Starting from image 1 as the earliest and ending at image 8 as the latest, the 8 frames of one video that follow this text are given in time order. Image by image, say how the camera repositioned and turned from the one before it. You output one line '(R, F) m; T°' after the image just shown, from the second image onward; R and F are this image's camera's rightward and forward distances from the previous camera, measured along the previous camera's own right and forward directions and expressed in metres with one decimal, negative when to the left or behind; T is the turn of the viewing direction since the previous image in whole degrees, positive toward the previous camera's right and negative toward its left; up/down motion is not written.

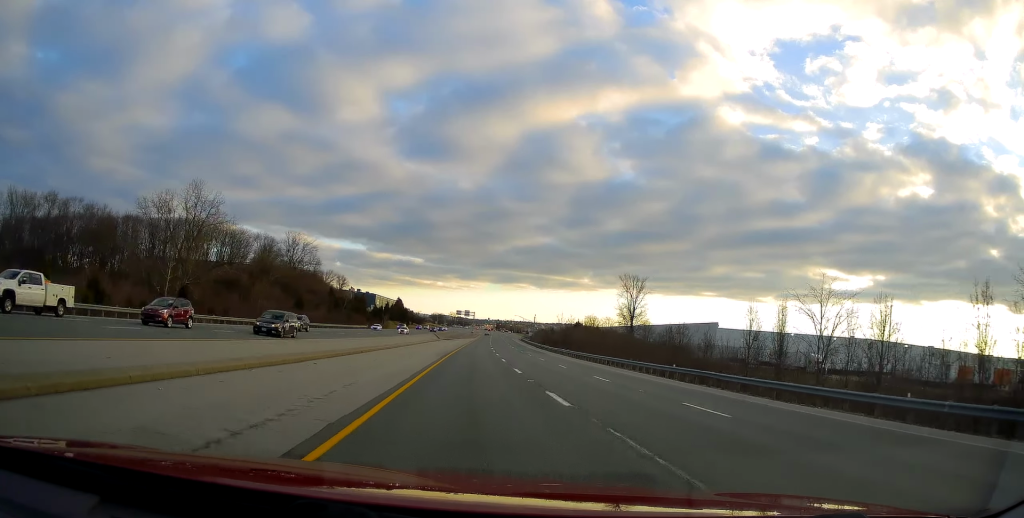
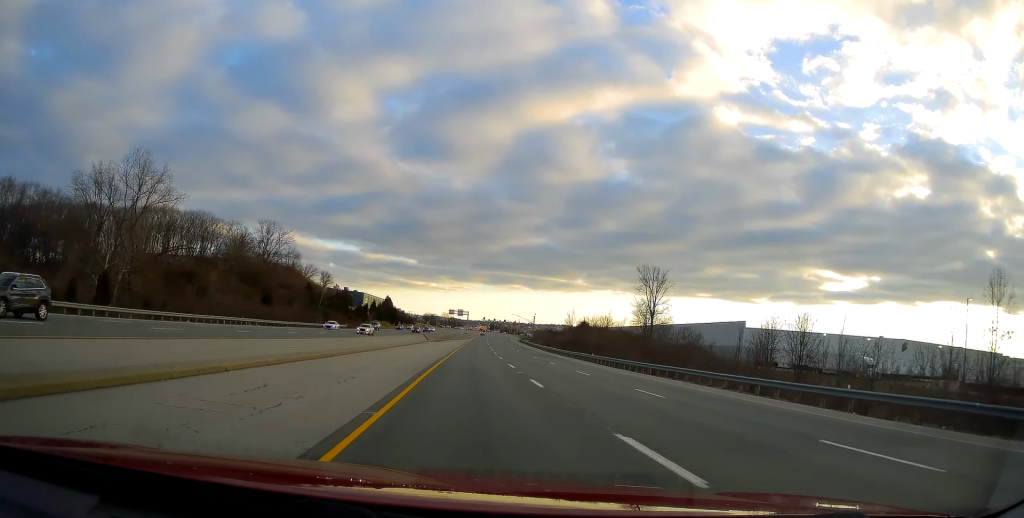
(0.0, +19.3) m; 0°
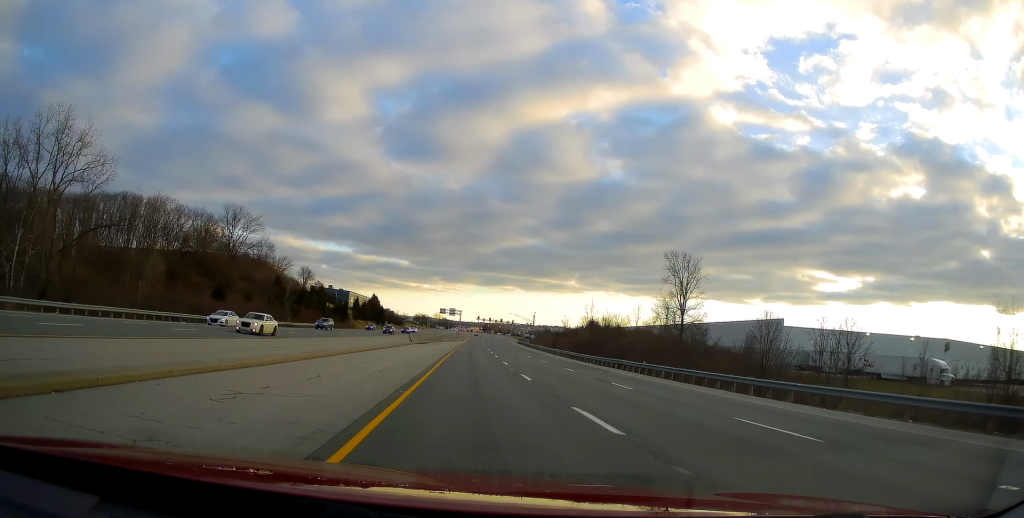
(0.0, +20.7) m; +1°
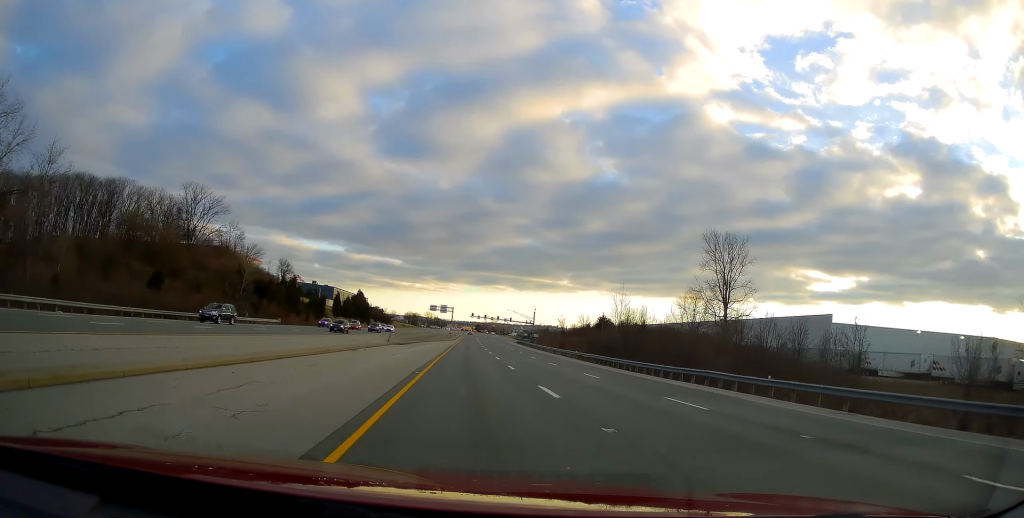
(+0.1, +19.7) m; +1°
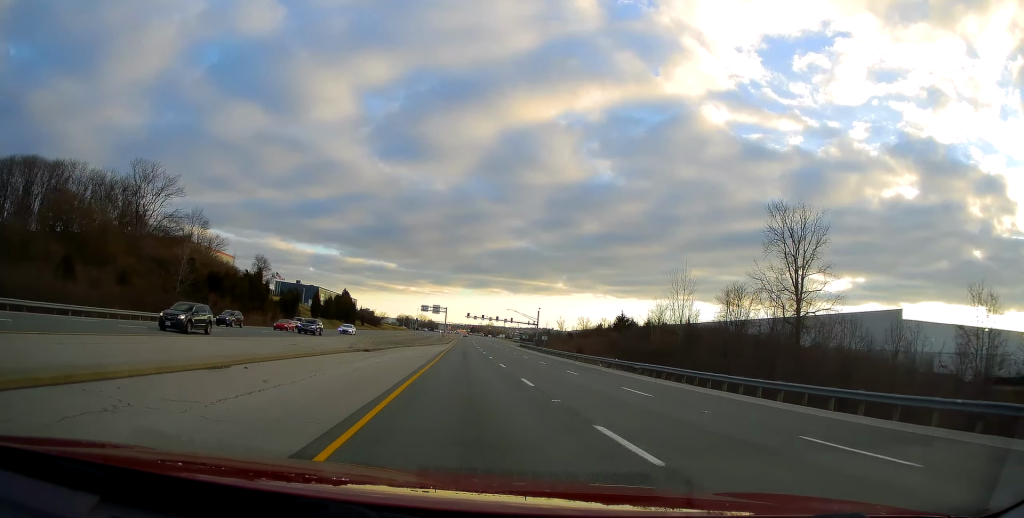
(+0.6, +20.3) m; +1°
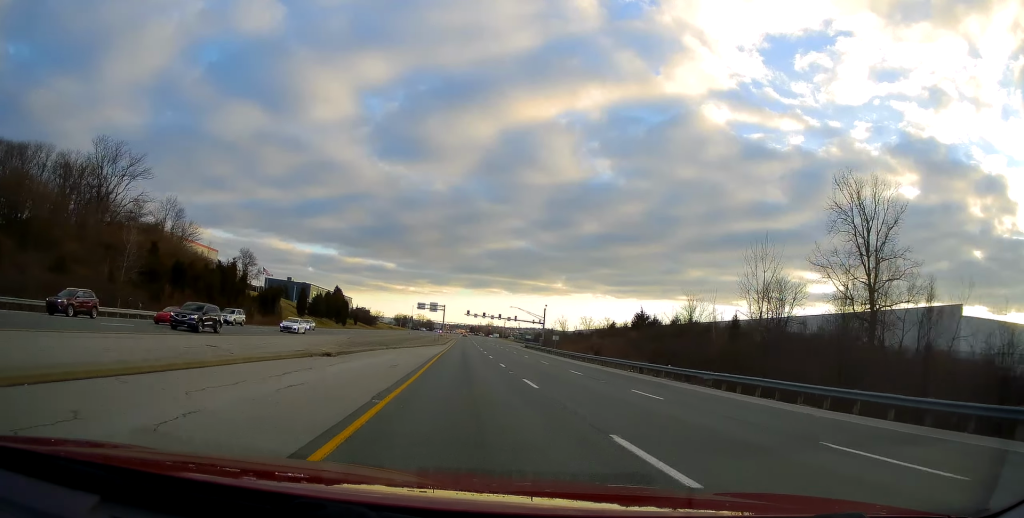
(-0.2, +13.2) m; 0°
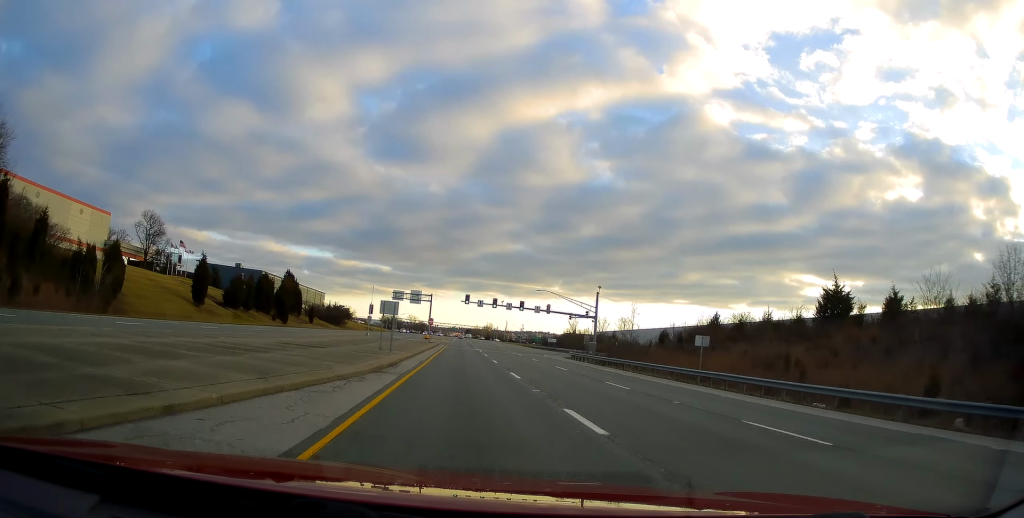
(-1.0, +57.9) m; -2°
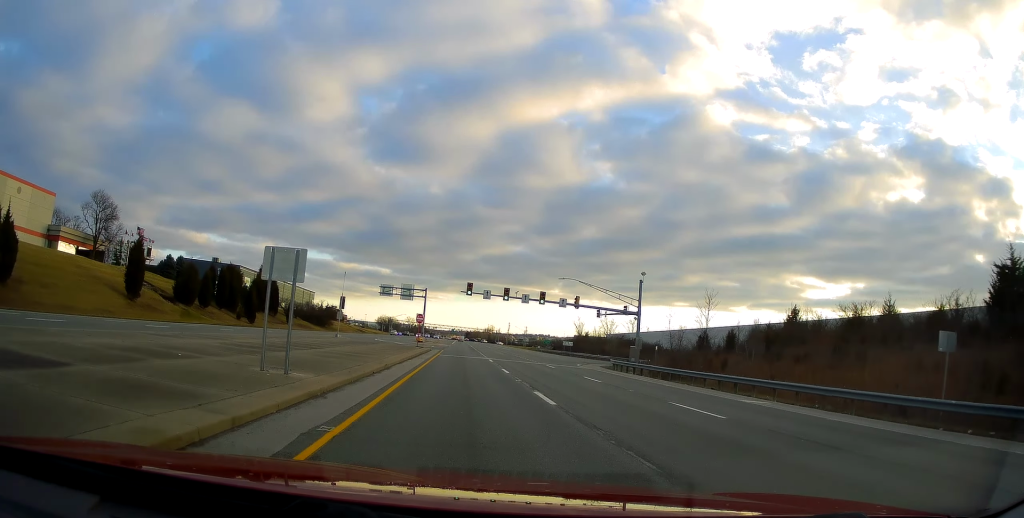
(+0.3, +20.1) m; +2°
